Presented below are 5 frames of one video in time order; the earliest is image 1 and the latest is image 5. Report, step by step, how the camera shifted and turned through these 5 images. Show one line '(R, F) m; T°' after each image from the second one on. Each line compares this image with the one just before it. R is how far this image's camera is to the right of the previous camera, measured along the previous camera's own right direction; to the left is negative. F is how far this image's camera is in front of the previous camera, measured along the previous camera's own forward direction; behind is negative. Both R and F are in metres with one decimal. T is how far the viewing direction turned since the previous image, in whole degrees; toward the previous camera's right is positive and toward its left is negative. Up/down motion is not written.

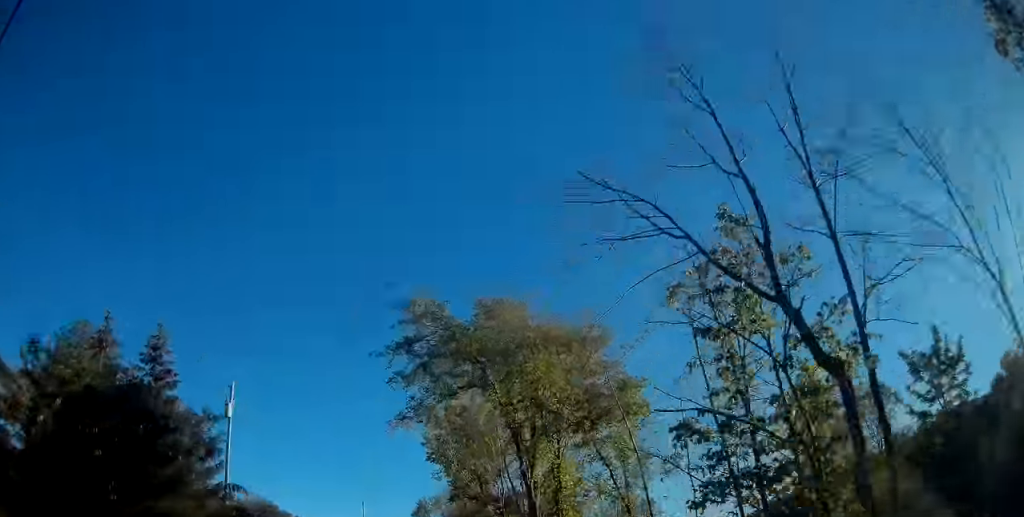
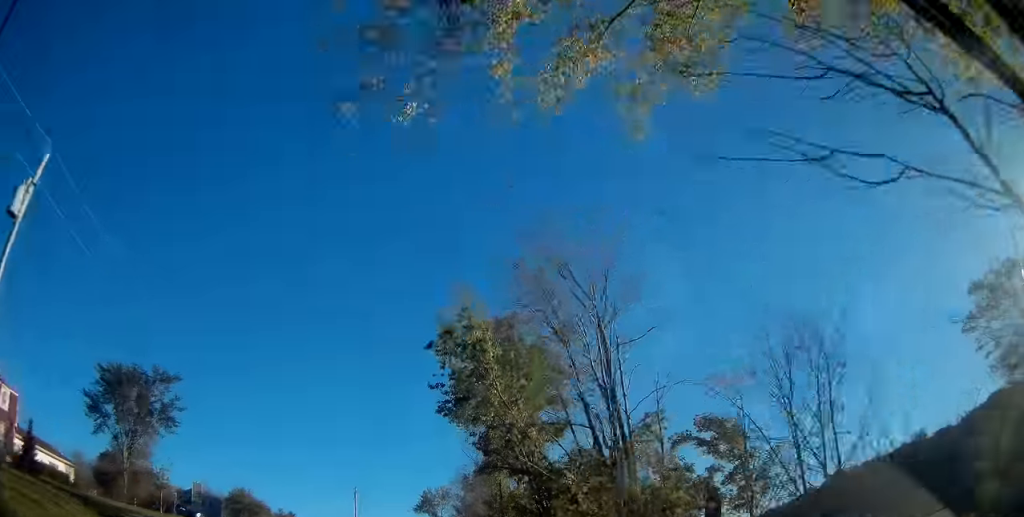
(0.0, +21.8) m; 0°
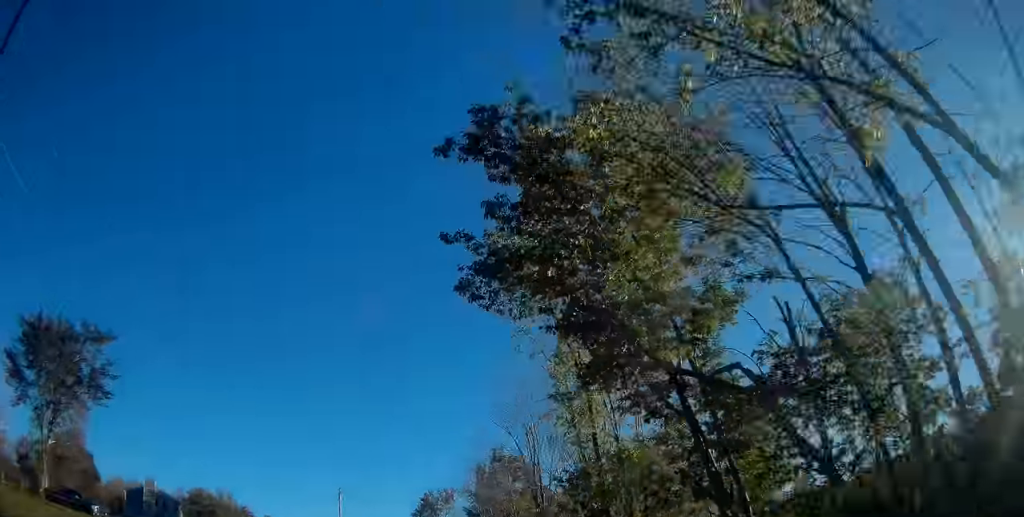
(+0.2, +19.2) m; 0°
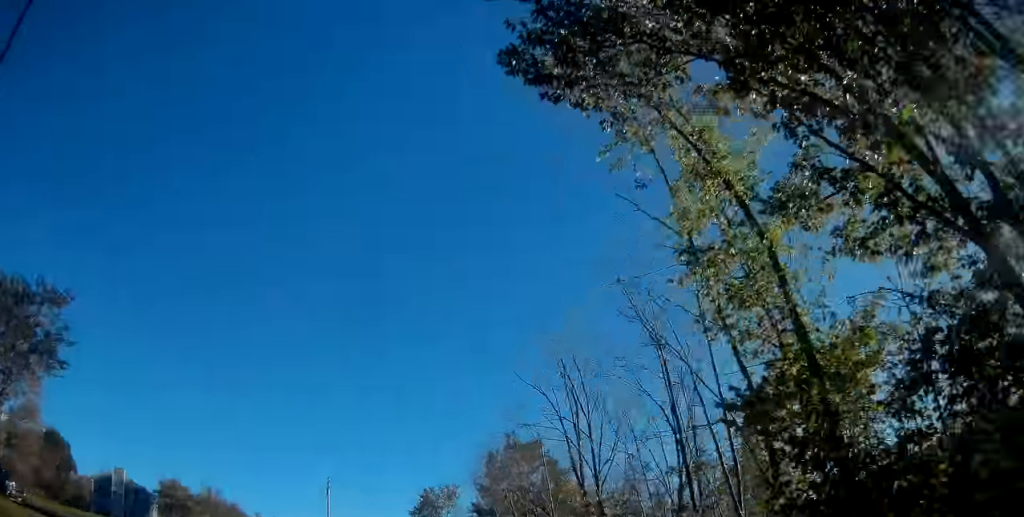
(-0.1, +9.5) m; 0°
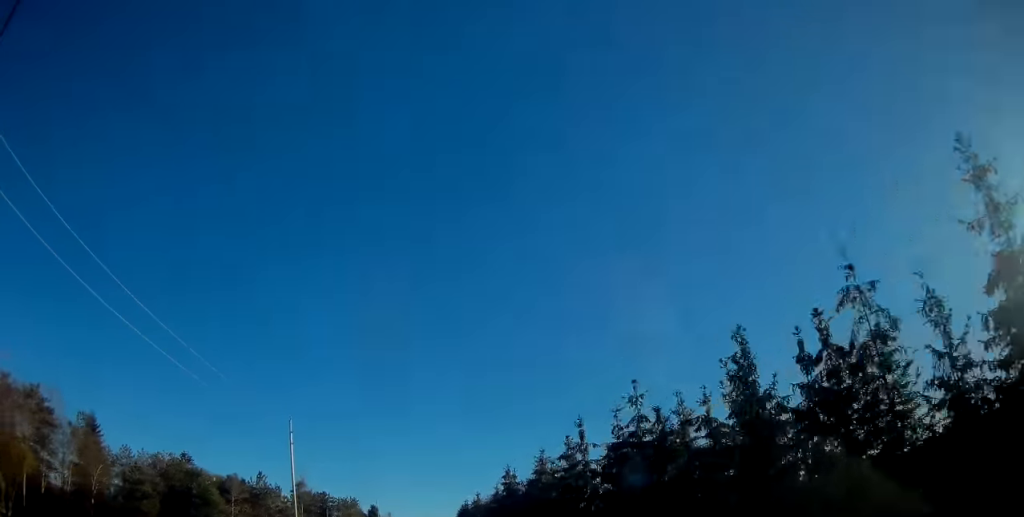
(-1.8, +108.3) m; -2°
